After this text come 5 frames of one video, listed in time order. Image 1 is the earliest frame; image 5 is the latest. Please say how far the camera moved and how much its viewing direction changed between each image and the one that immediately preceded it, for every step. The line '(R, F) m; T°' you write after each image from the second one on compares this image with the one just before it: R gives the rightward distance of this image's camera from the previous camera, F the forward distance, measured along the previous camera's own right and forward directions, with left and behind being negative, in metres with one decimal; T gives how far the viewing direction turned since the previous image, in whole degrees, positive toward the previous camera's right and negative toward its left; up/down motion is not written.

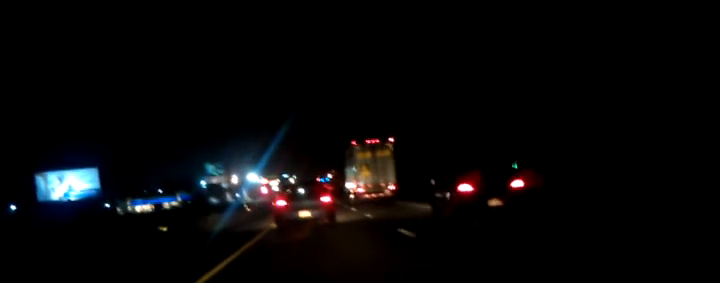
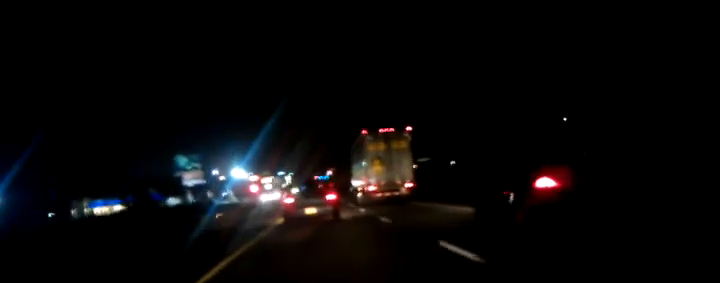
(+0.9, +42.4) m; +2°
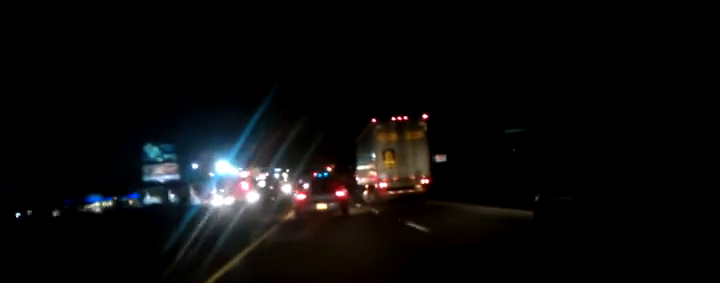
(+0.2, +30.4) m; 0°
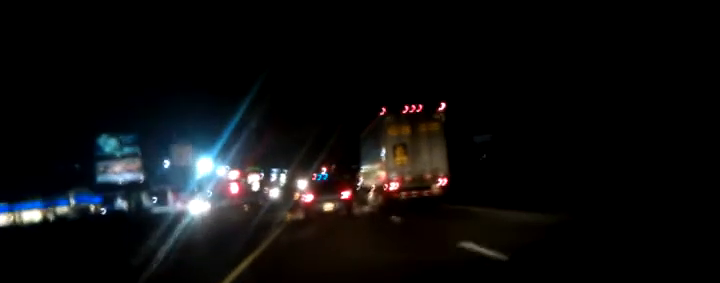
(-0.1, +29.1) m; +1°
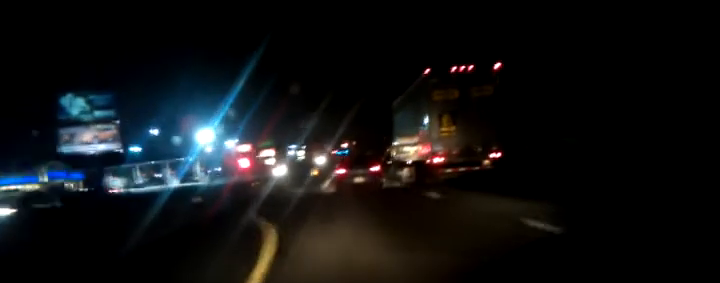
(-0.1, +22.3) m; -3°
